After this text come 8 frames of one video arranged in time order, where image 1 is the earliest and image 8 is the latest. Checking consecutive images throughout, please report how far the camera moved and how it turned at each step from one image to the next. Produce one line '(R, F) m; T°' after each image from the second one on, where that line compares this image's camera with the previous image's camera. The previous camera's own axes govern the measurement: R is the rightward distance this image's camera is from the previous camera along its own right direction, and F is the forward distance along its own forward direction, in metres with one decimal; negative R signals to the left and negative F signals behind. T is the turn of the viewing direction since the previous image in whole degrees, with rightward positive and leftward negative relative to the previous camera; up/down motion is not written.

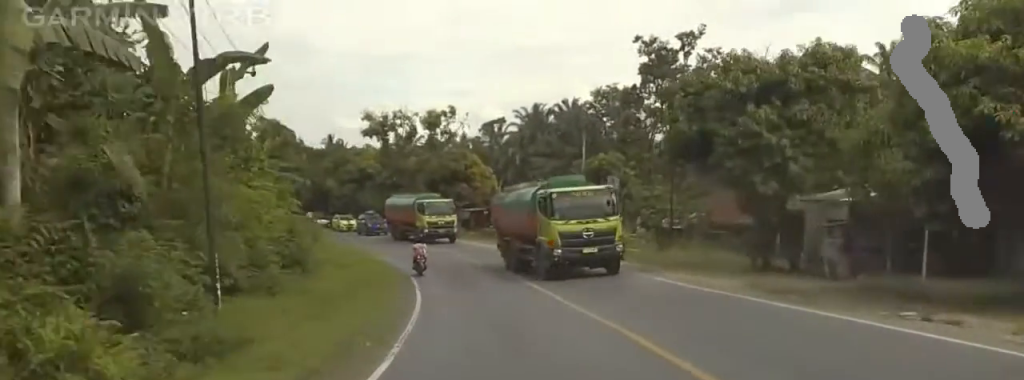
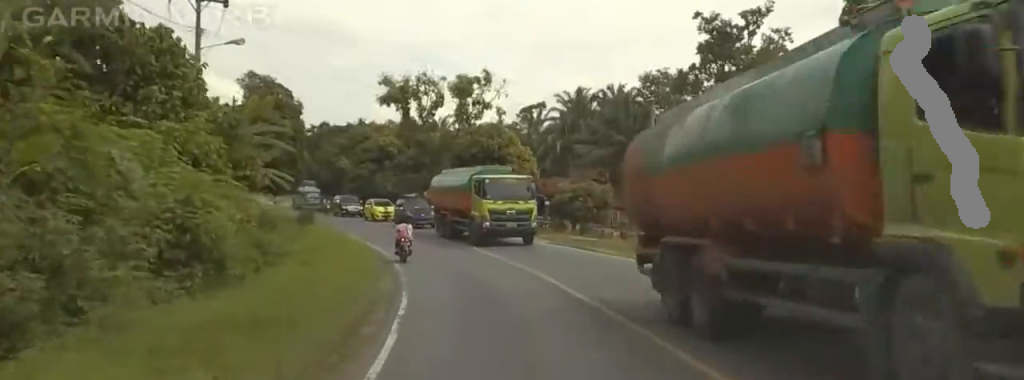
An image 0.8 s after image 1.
(+0.3, +12.8) m; 0°
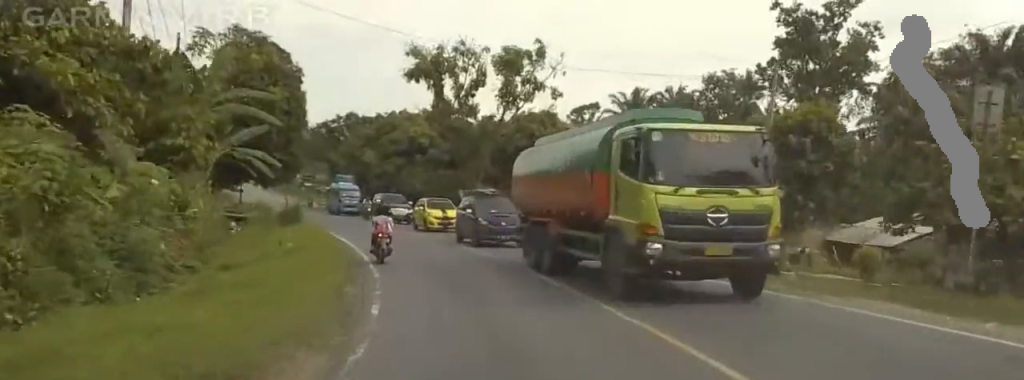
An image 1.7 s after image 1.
(+0.2, +12.8) m; -2°
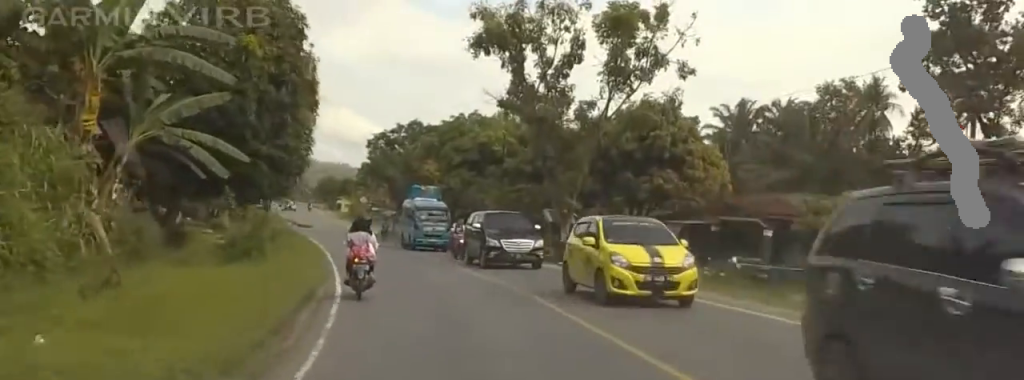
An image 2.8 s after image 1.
(-0.7, +16.6) m; +1°
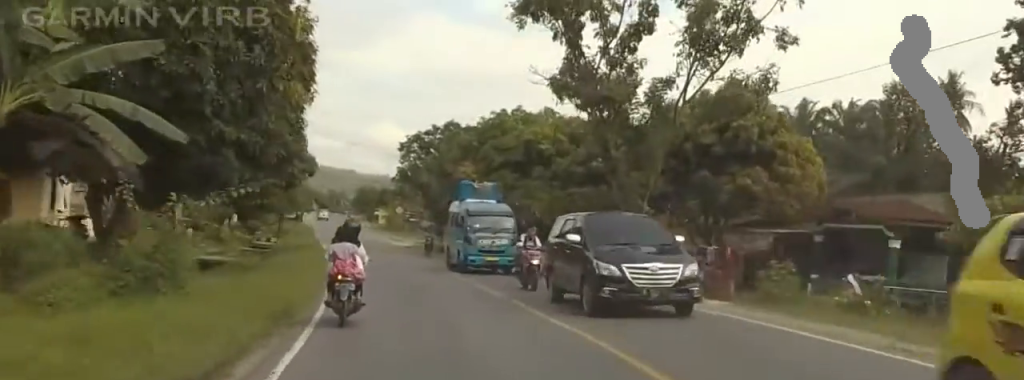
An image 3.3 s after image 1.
(+0.9, +7.9) m; +1°
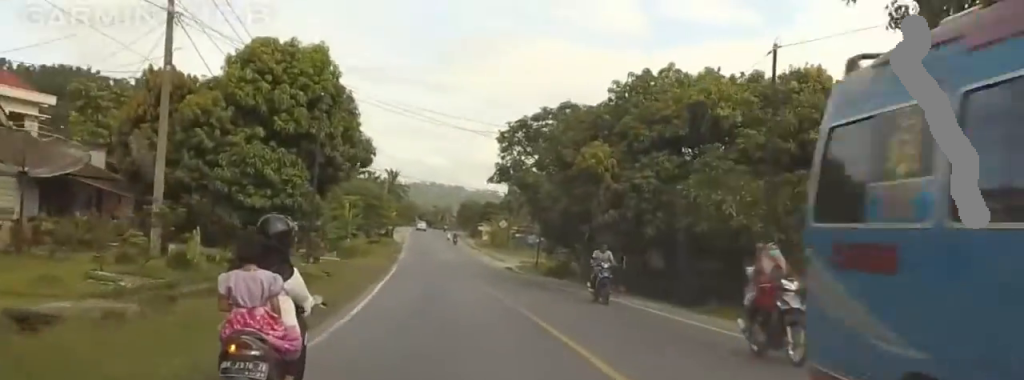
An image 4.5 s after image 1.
(-1.0, +18.2) m; -2°
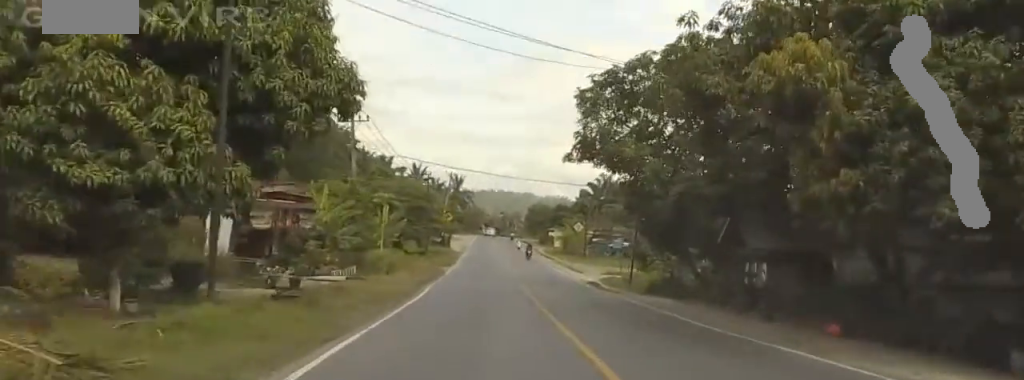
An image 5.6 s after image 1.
(+0.4, +16.6) m; 0°
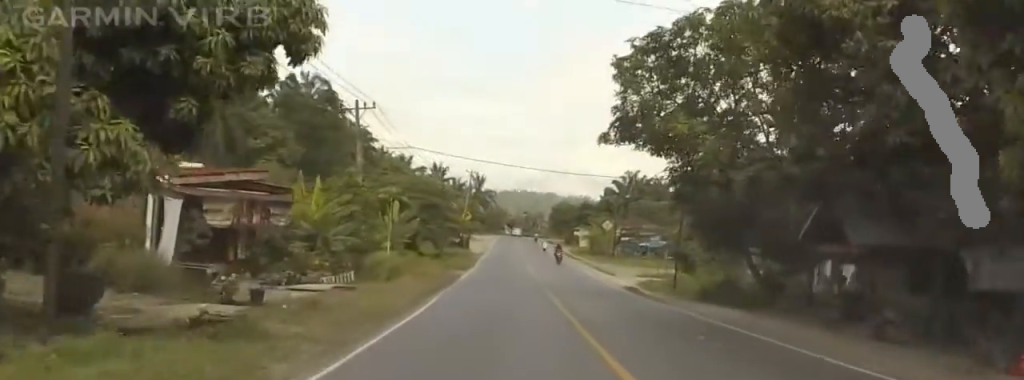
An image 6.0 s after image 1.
(-0.3, +6.0) m; +1°
